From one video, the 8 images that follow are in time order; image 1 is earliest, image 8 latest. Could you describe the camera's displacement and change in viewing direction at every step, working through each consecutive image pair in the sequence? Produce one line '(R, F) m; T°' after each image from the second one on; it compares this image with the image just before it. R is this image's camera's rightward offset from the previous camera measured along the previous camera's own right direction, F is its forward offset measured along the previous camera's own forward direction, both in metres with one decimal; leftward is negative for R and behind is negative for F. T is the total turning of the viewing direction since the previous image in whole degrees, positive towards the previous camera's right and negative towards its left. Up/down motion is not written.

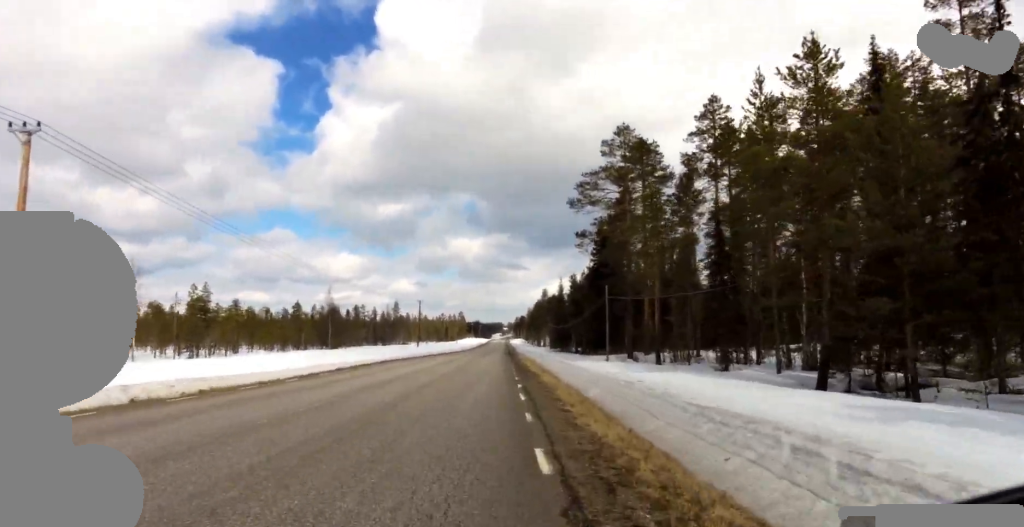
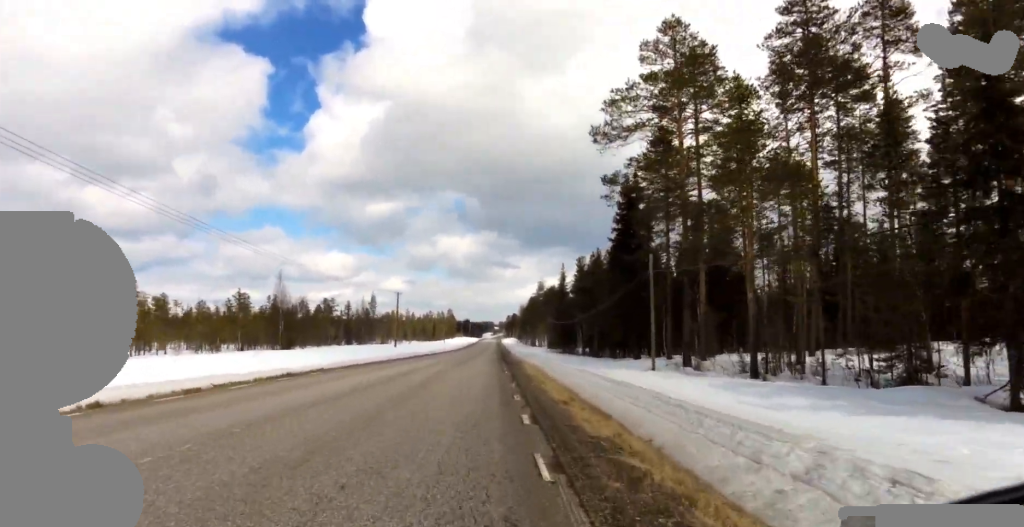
(+0.7, +15.6) m; -3°
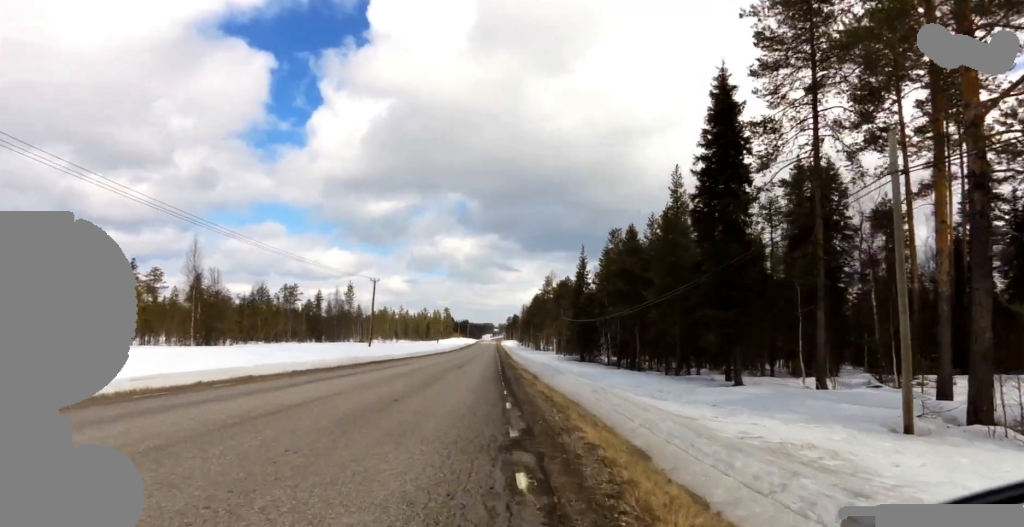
(+0.9, +18.5) m; +6°
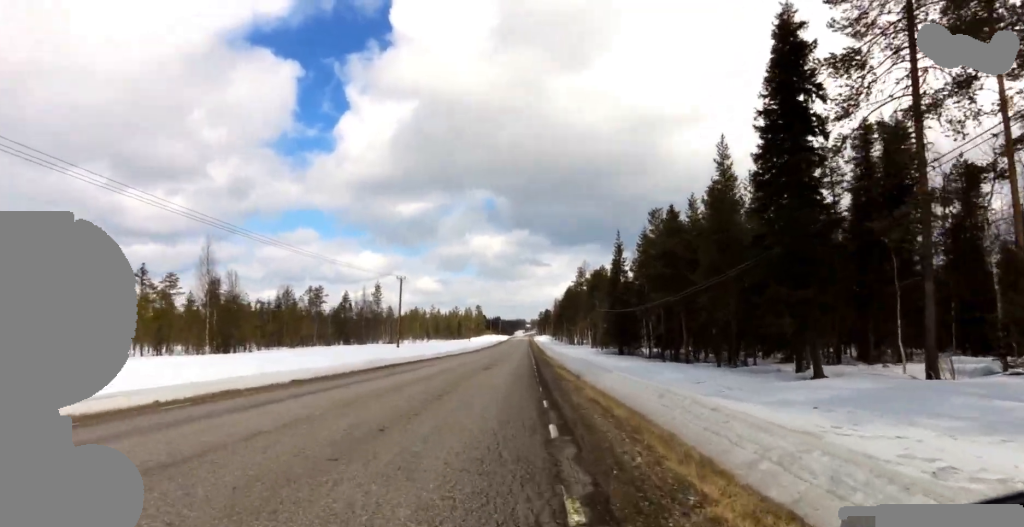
(-0.2, +3.6) m; -3°
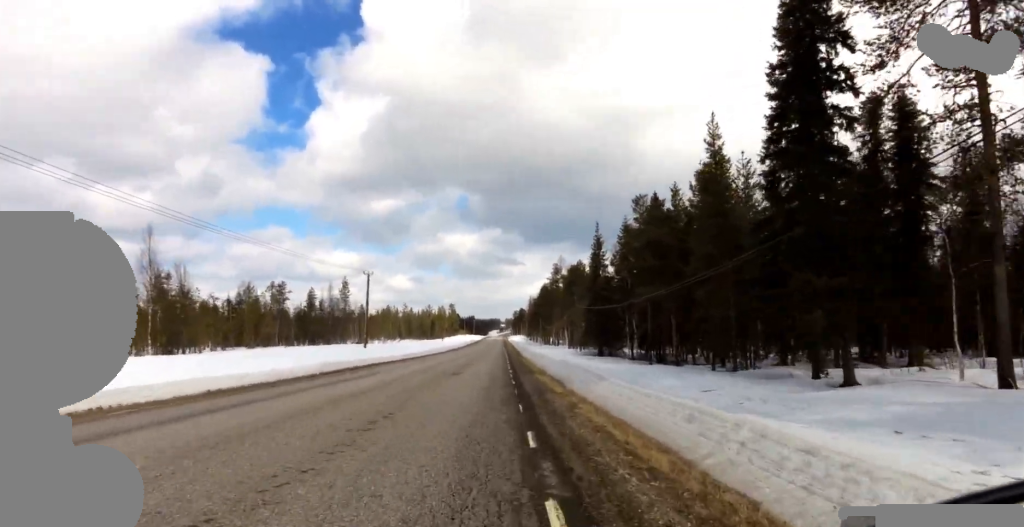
(0.0, +3.6) m; -3°
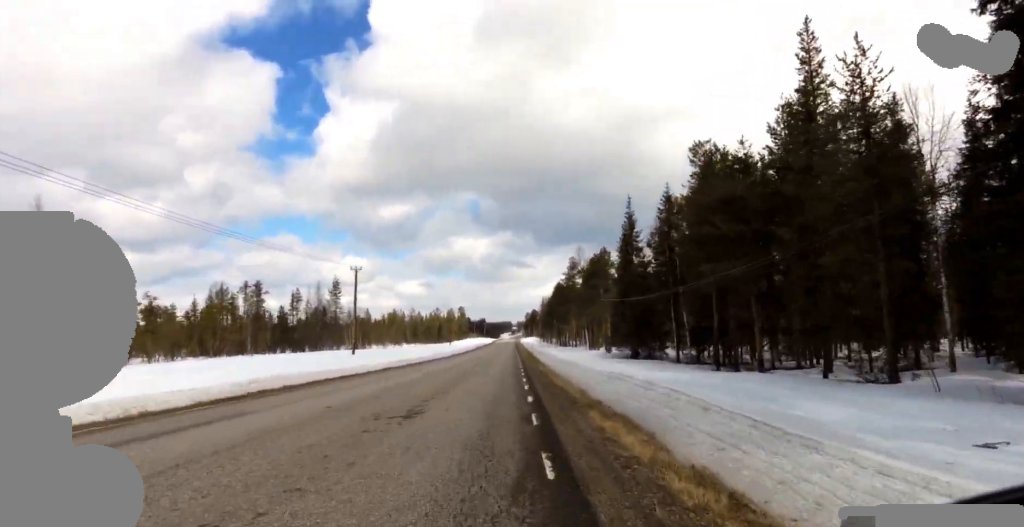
(-0.6, +10.4) m; +2°
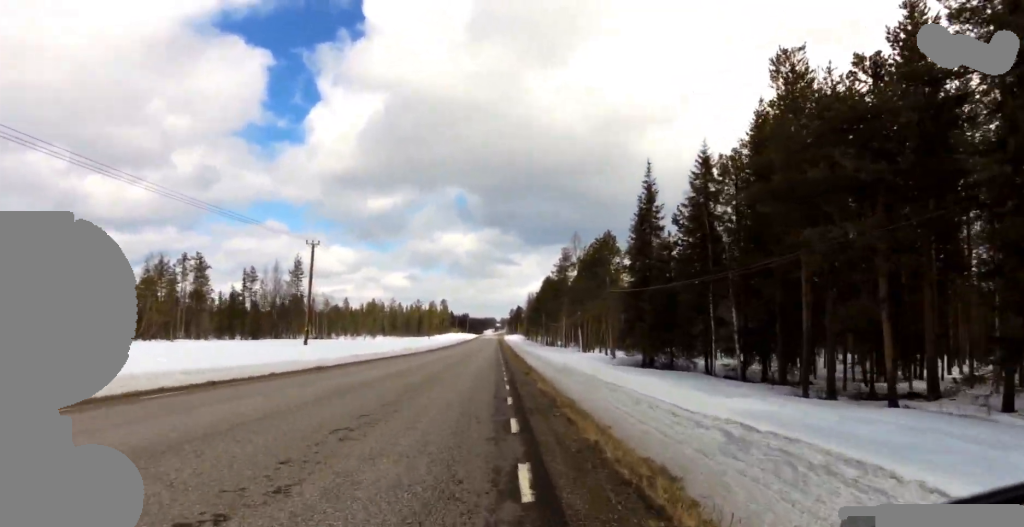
(+1.0, +9.4) m; +3°
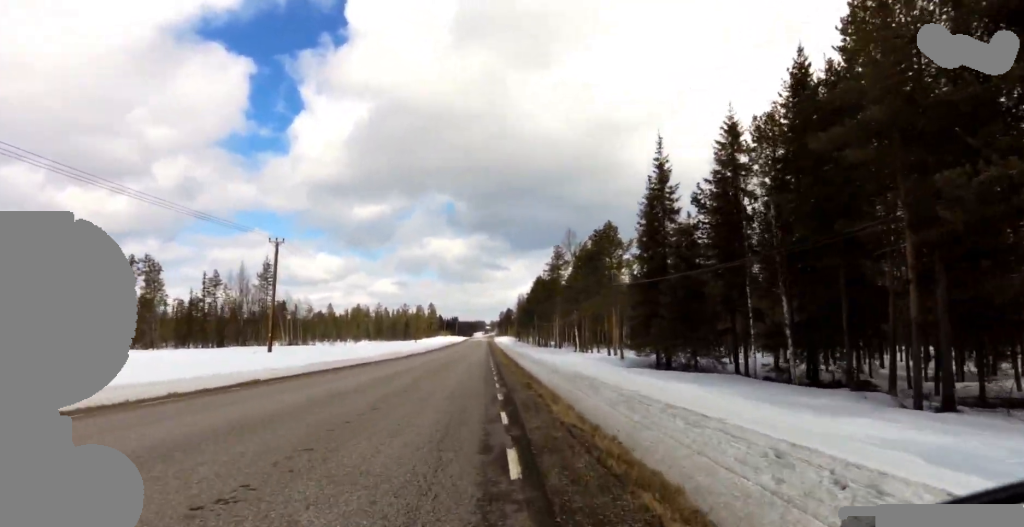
(-0.3, +5.4) m; -4°
